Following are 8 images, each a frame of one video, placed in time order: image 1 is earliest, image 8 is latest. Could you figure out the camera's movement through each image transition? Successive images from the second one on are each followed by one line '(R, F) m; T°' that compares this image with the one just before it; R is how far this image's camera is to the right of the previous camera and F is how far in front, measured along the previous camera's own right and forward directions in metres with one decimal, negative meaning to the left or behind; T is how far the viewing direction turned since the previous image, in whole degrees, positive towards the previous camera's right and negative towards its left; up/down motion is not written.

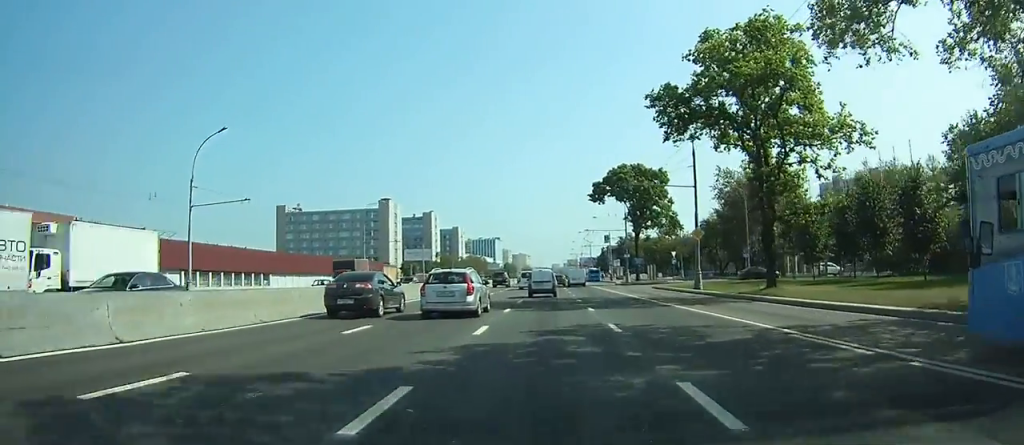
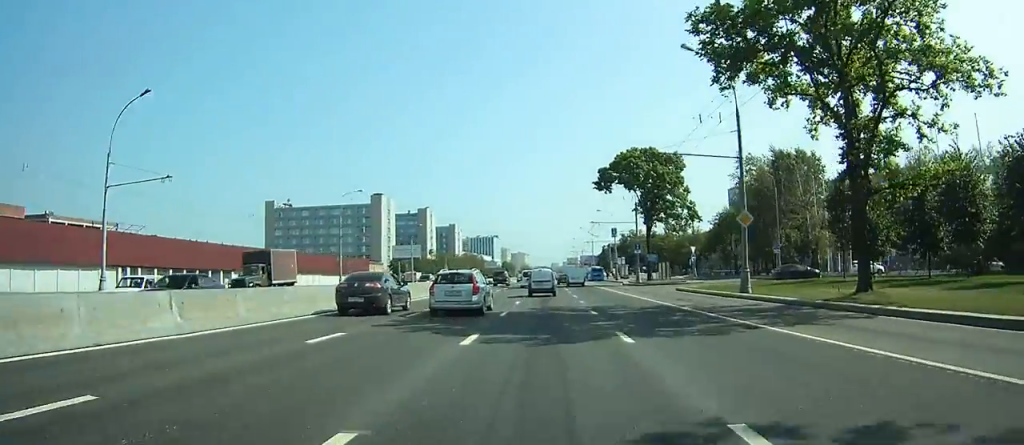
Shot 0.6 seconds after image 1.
(0.0, +9.8) m; 0°
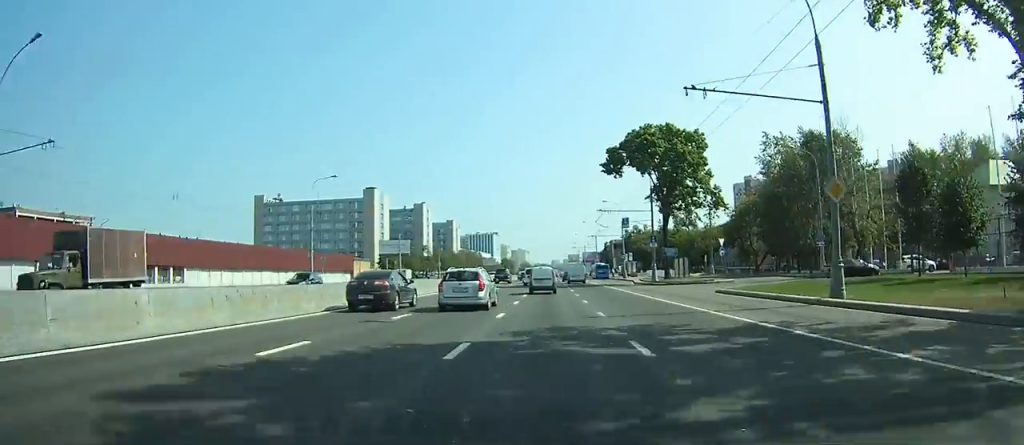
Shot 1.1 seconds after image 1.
(0.0, +9.8) m; 0°
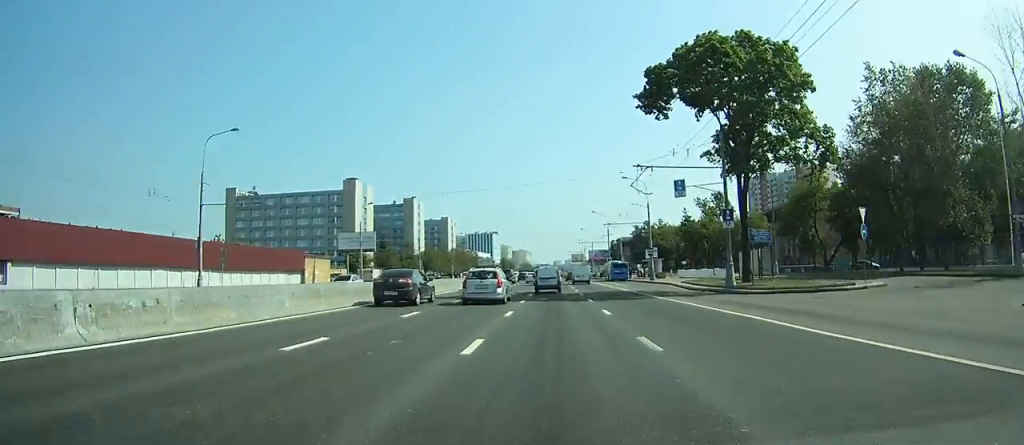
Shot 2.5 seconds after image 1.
(0.0, +23.2) m; 0°
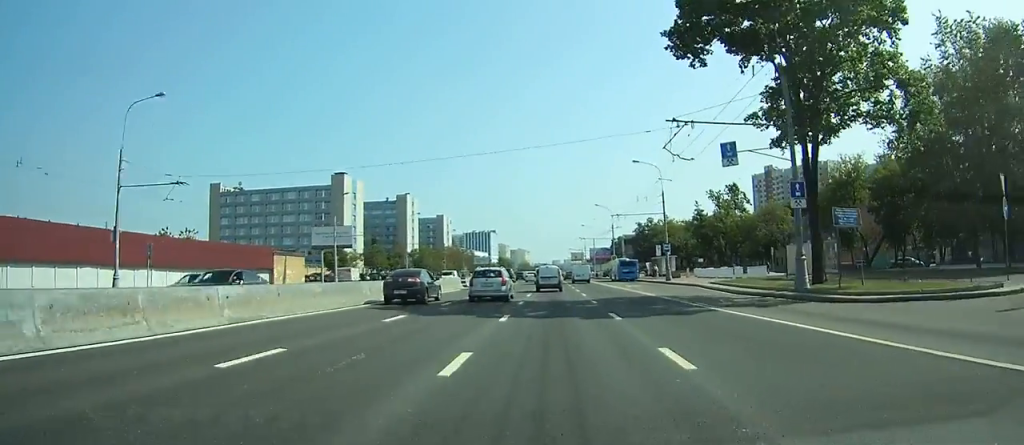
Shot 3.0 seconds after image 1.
(0.0, +9.9) m; 0°
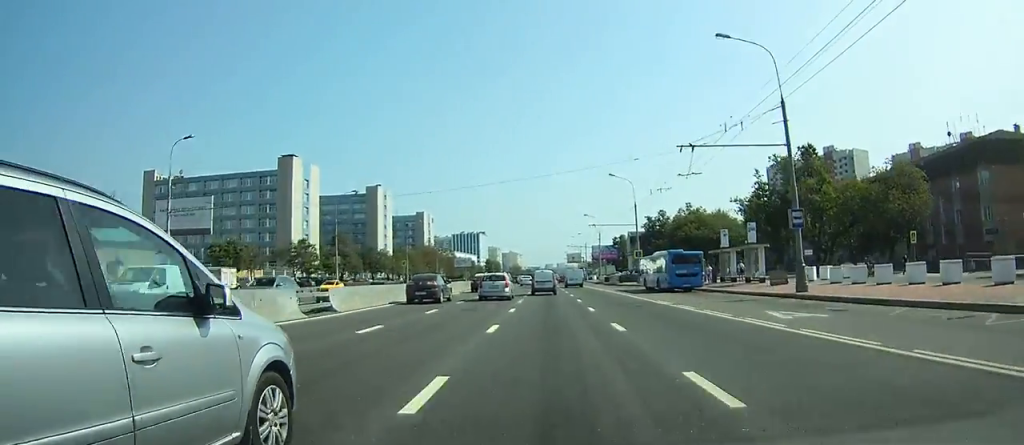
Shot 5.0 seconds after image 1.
(0.0, +33.8) m; 0°
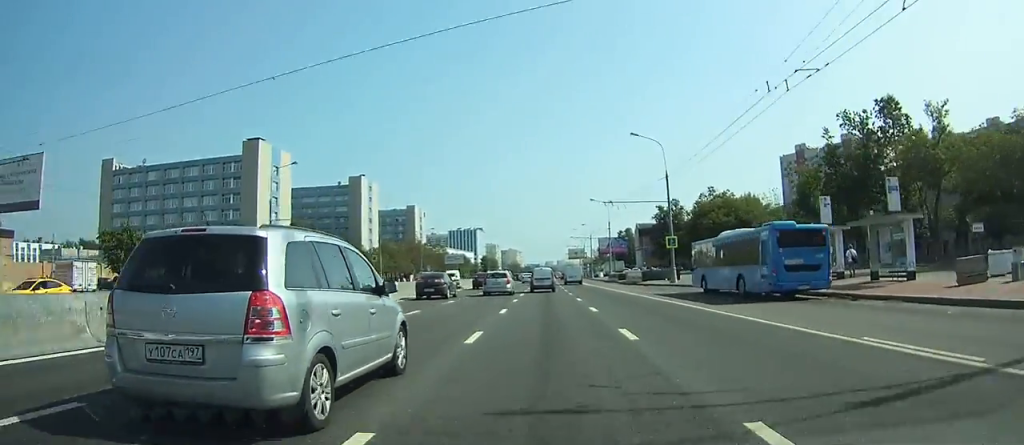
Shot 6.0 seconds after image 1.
(+0.1, +18.8) m; 0°
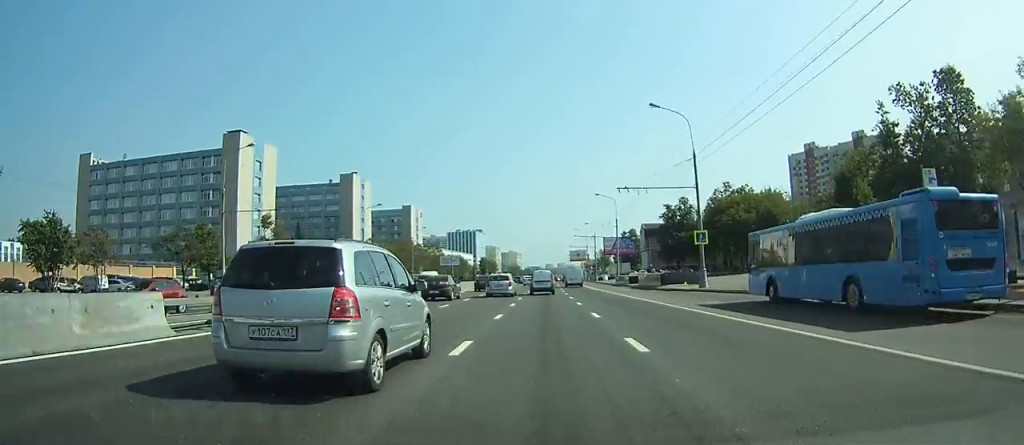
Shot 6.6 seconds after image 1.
(0.0, +9.4) m; 0°
